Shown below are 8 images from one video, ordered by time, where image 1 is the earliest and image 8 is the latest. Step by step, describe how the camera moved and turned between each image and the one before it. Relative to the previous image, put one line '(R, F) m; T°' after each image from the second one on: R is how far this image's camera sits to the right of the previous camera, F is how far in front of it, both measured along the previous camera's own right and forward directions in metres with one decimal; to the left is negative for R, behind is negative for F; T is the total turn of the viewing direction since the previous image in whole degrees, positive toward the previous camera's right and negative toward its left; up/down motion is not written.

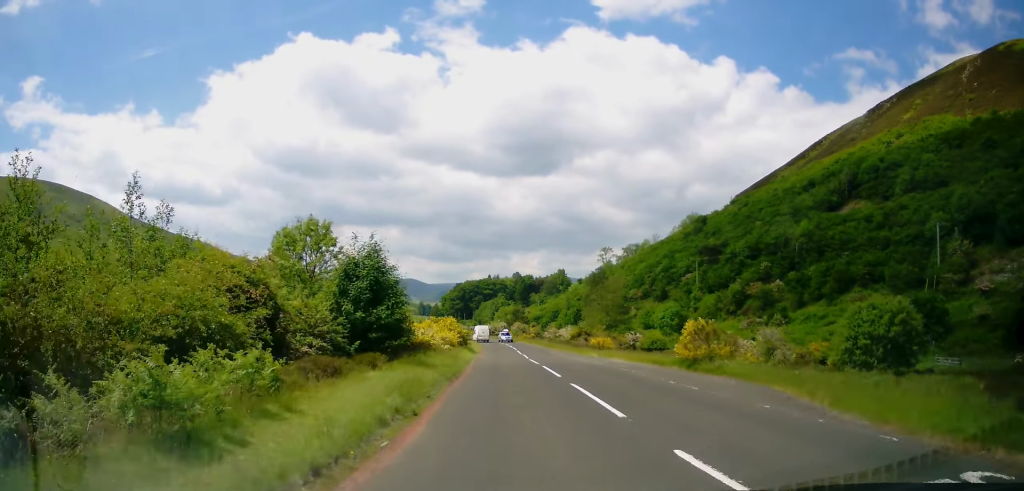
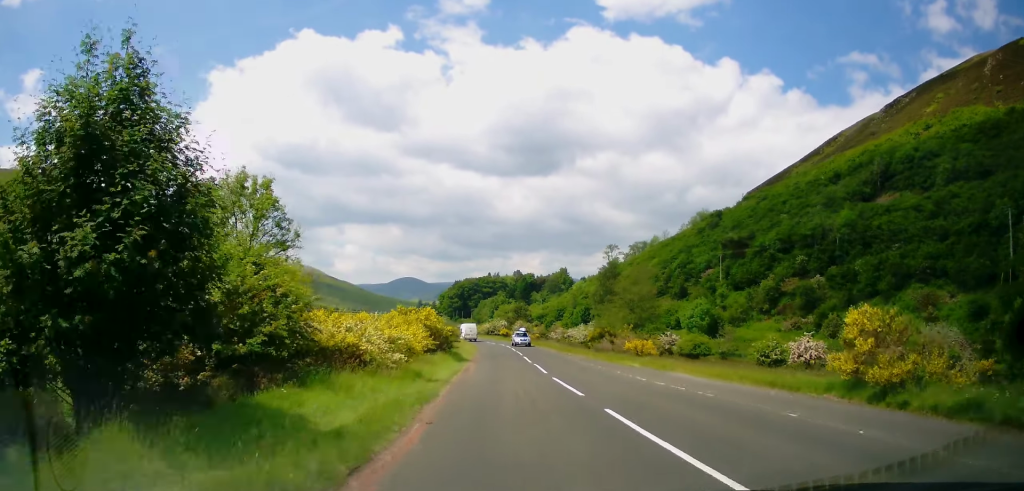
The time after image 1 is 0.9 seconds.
(+0.2, +14.3) m; 0°
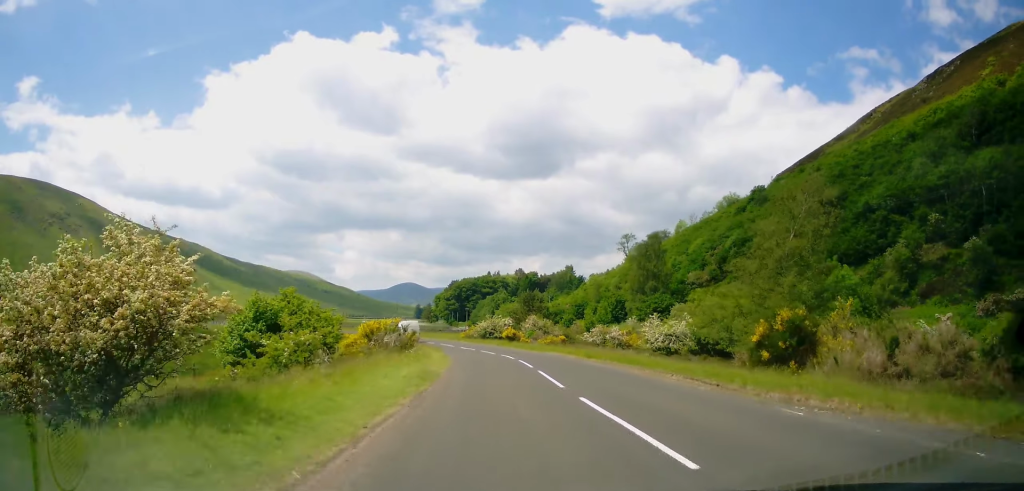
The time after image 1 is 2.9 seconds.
(-0.2, +35.2) m; -1°
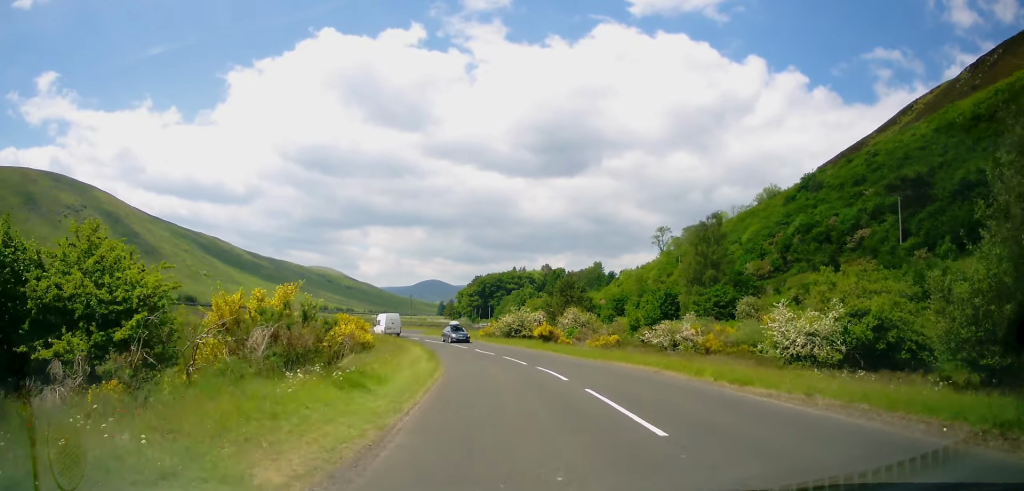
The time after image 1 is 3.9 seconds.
(-0.3, +16.1) m; -2°
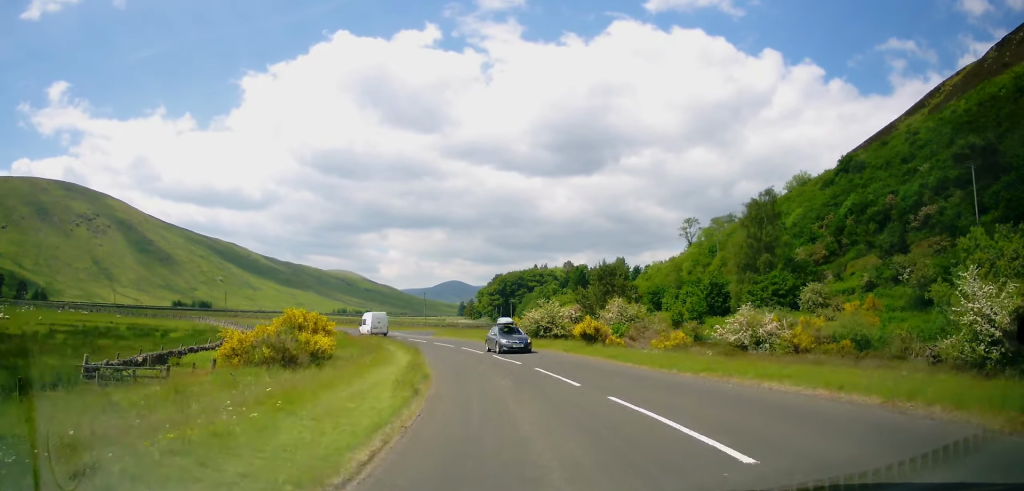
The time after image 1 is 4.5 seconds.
(+0.1, +10.8) m; -1°
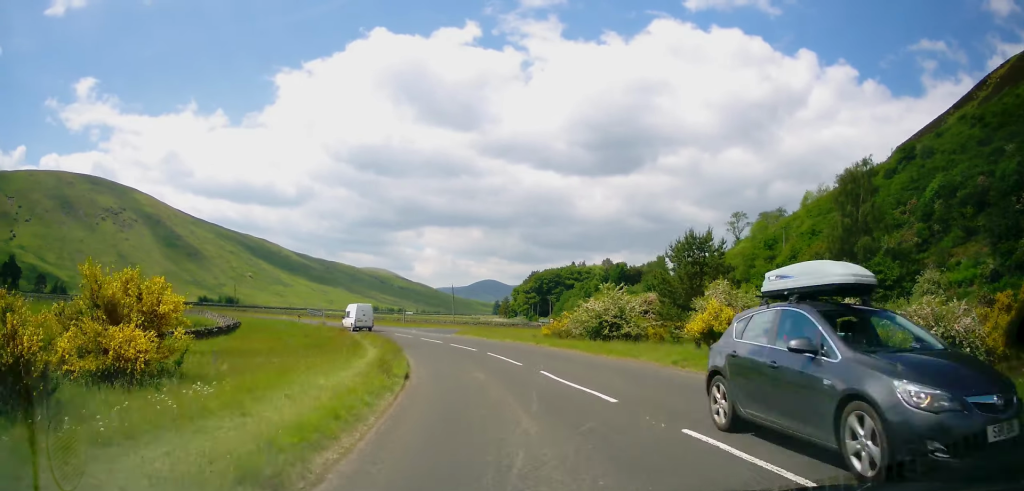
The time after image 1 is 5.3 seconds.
(-0.4, +13.4) m; -4°
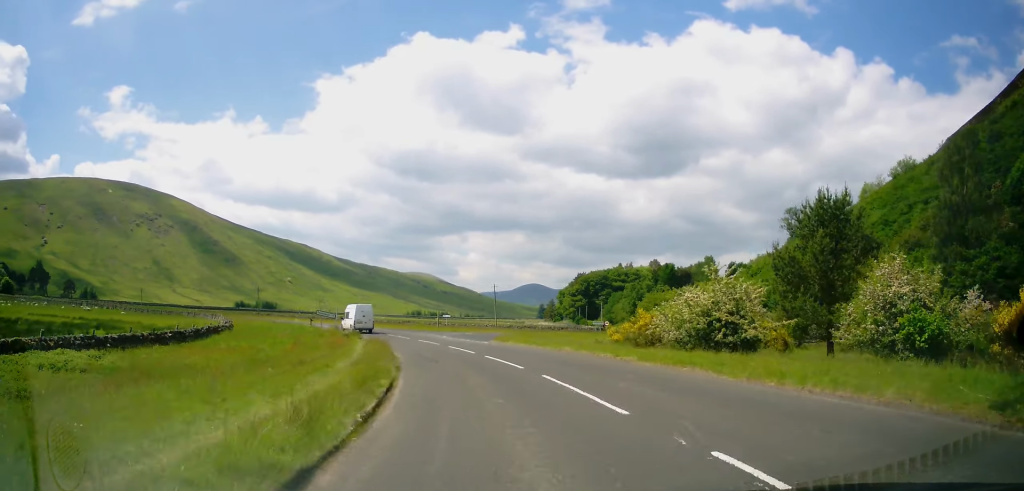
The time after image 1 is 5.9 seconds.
(-0.4, +10.3) m; -5°
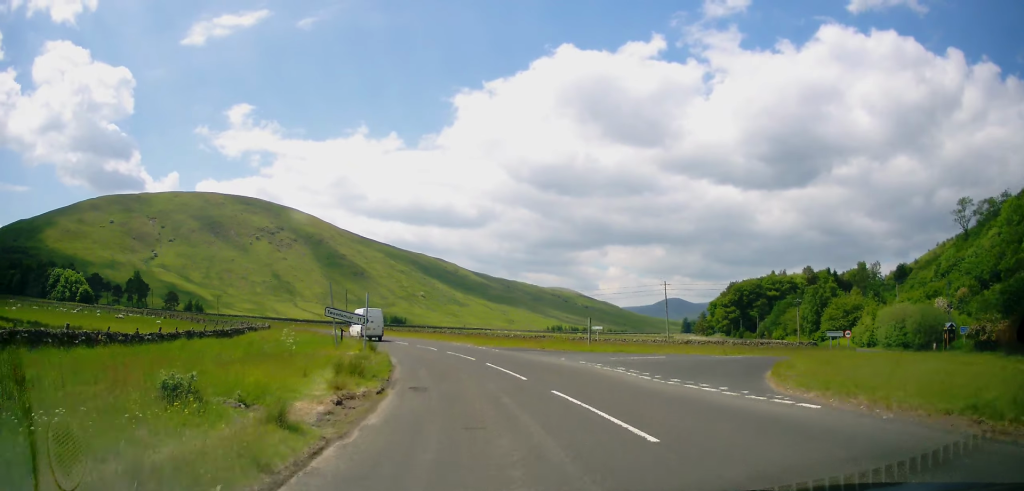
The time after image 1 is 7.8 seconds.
(-3.5, +28.8) m; -12°
